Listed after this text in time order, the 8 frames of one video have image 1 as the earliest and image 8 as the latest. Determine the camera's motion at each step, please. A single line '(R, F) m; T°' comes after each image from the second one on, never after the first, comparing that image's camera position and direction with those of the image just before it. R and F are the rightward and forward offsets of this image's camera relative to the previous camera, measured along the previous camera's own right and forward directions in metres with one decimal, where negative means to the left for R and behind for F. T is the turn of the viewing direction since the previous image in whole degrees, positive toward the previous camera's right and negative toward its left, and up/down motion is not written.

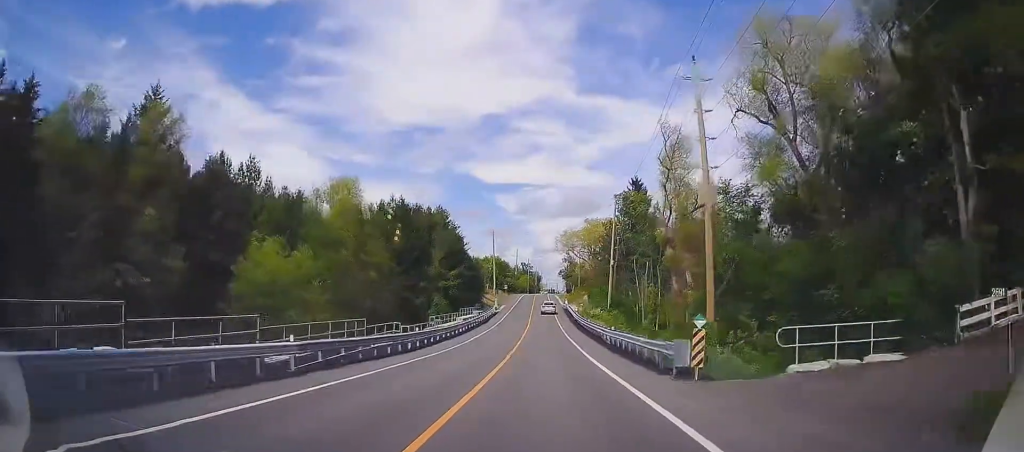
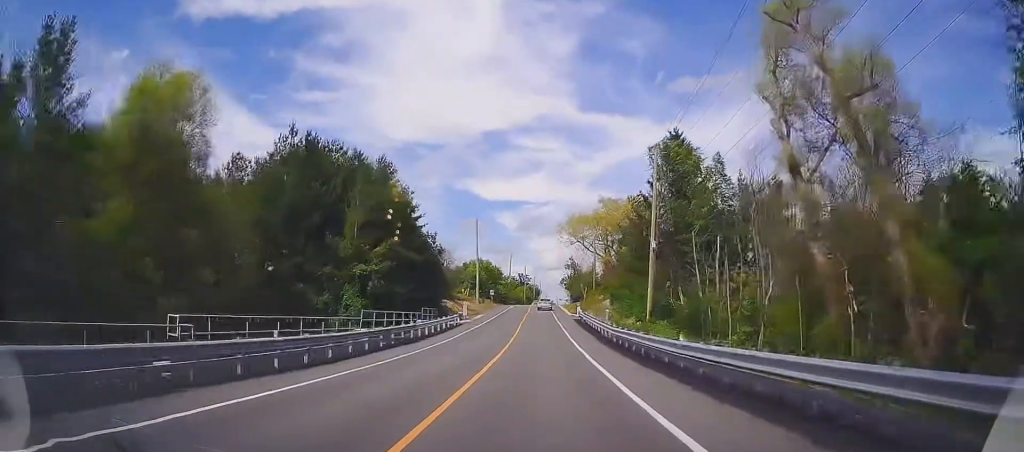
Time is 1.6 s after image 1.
(-0.6, +30.7) m; -1°
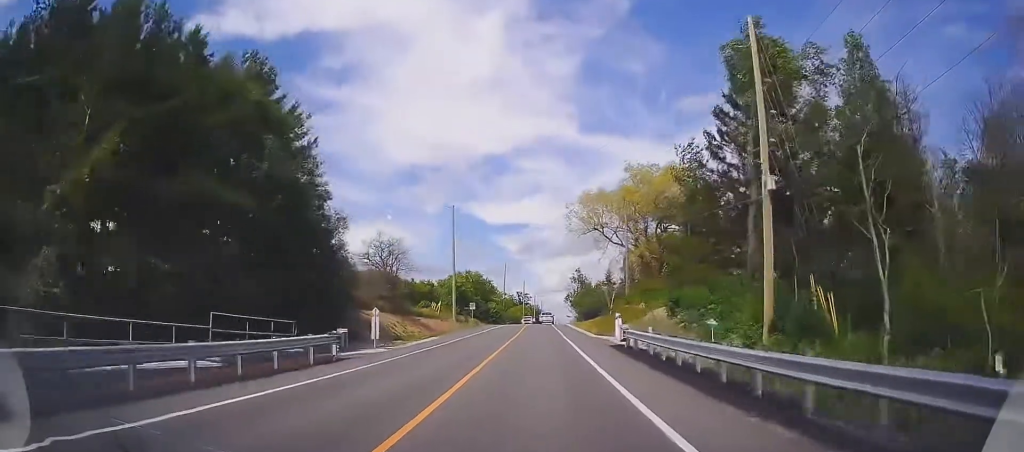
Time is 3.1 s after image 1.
(+0.2, +26.3) m; +1°
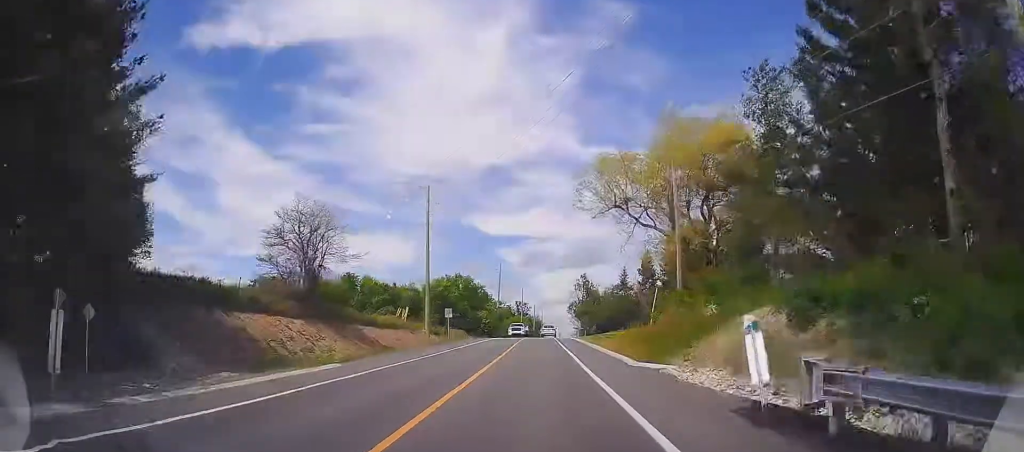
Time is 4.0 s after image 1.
(+0.1, +16.5) m; 0°
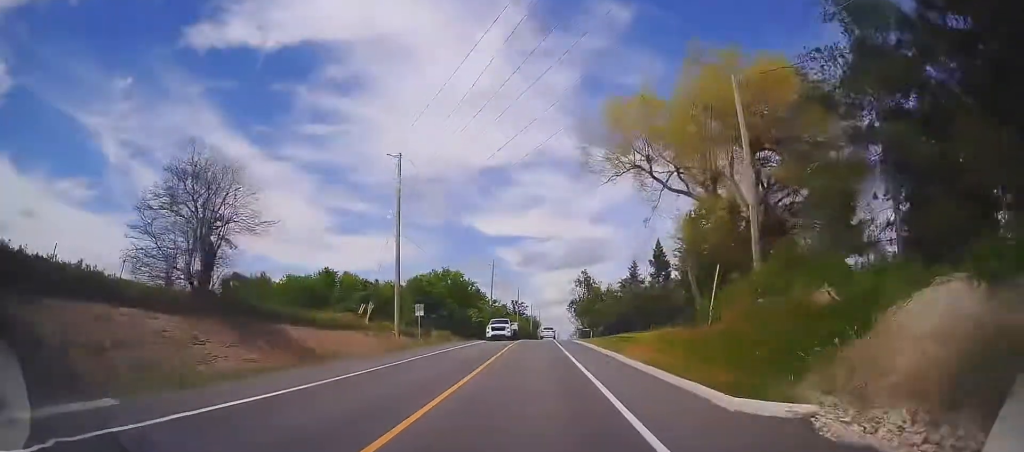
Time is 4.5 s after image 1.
(0.0, +10.0) m; 0°
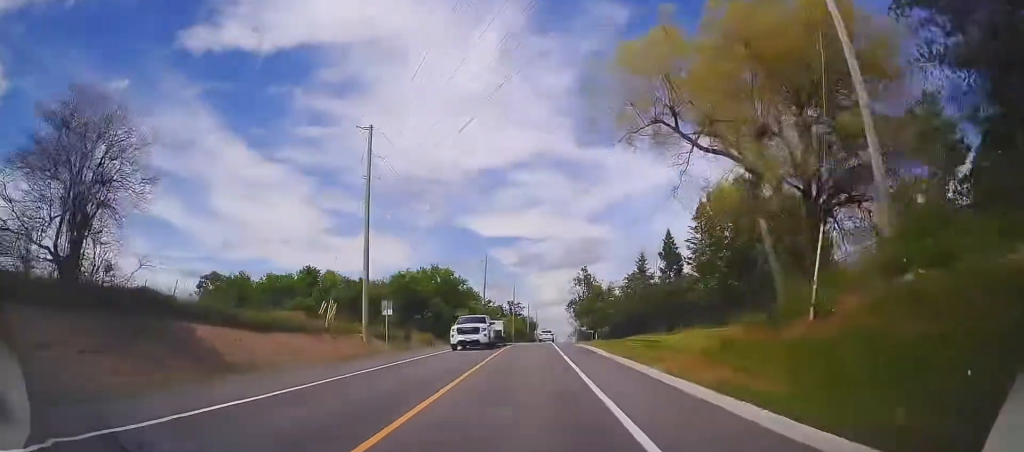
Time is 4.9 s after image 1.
(0.0, +7.2) m; 0°
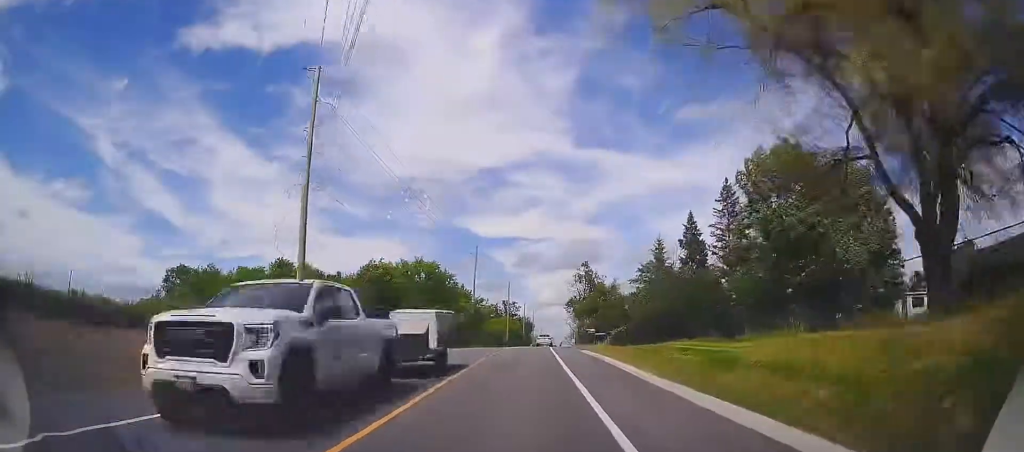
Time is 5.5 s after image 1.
(0.0, +9.9) m; 0°
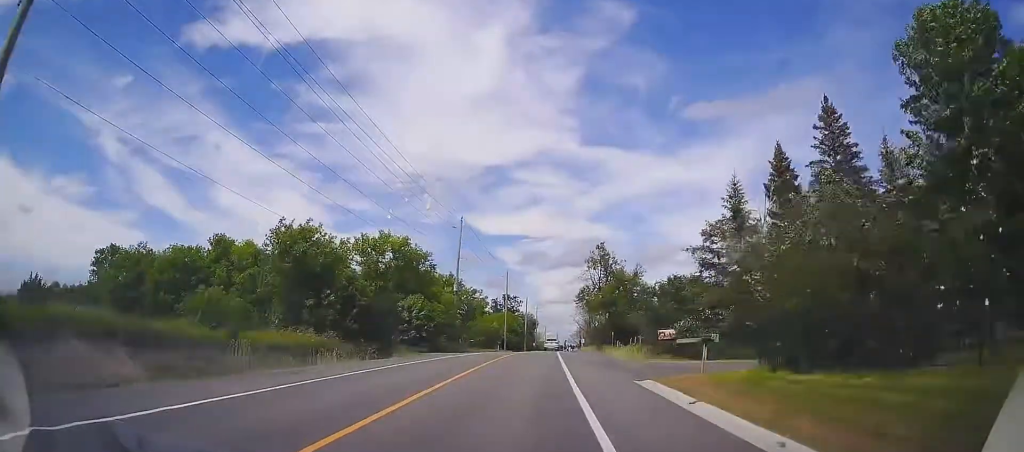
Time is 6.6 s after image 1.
(+0.2, +19.6) m; +1°
